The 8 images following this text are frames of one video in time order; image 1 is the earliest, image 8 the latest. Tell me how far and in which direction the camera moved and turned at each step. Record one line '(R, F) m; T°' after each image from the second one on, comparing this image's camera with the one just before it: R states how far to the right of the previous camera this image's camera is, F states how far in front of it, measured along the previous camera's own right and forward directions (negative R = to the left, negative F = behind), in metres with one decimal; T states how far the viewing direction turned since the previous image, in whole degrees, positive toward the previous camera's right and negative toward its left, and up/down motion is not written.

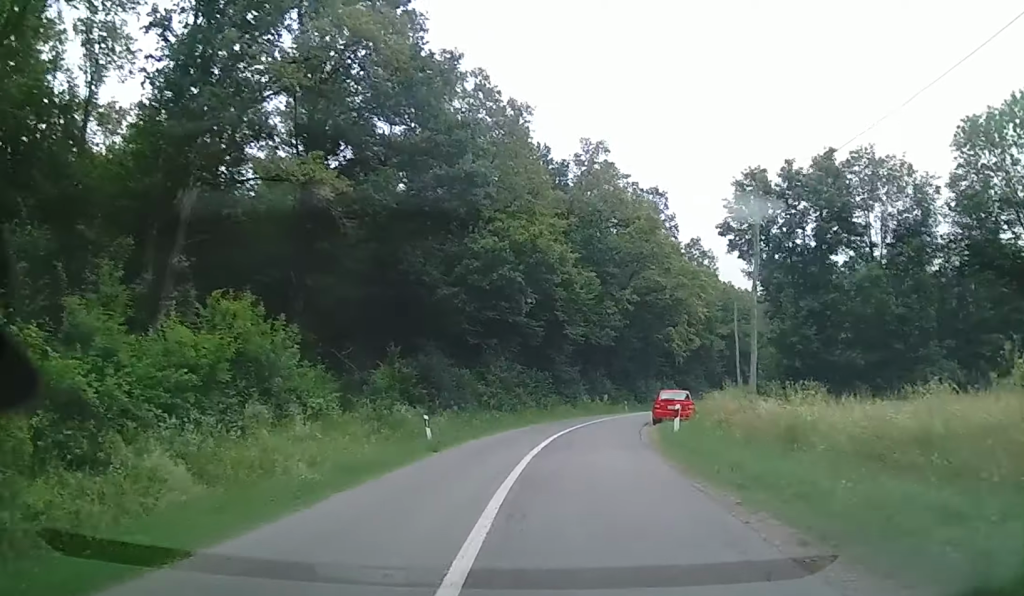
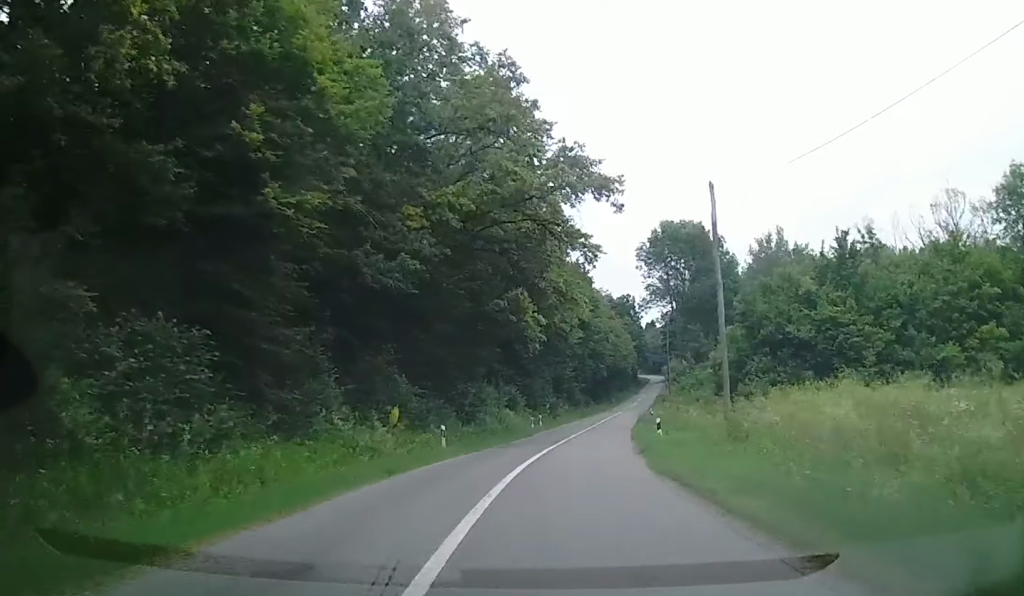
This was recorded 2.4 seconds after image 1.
(+3.4, +33.8) m; +13°
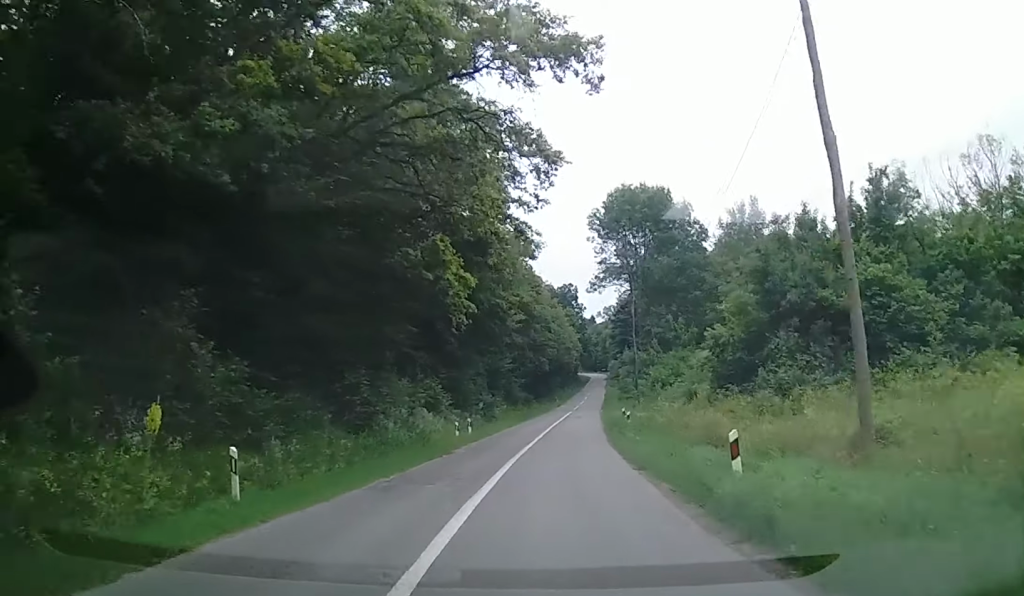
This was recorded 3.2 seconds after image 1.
(+0.7, +13.0) m; +5°
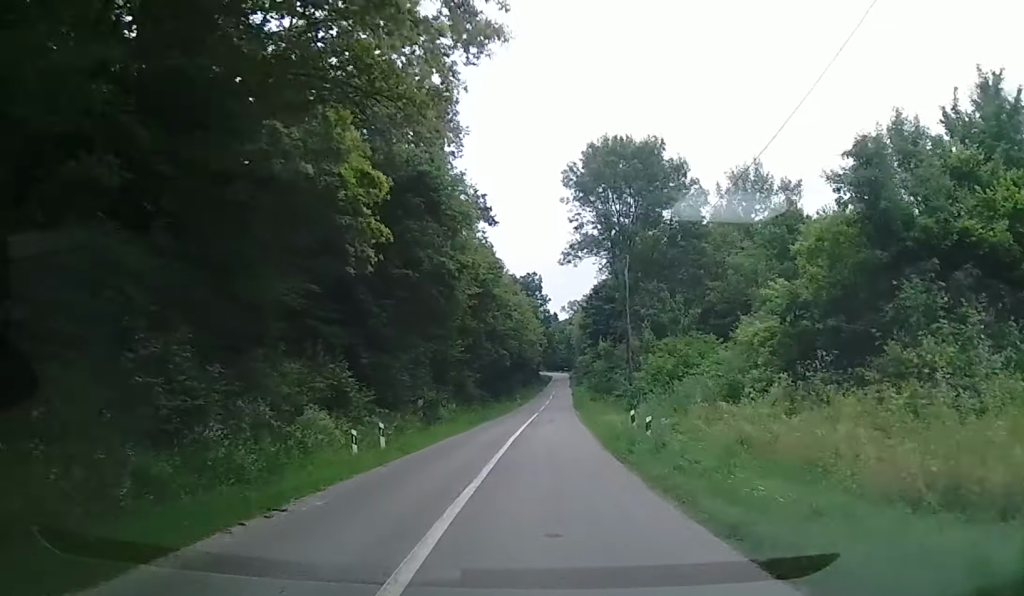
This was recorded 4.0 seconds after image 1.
(+0.4, +12.6) m; +3°
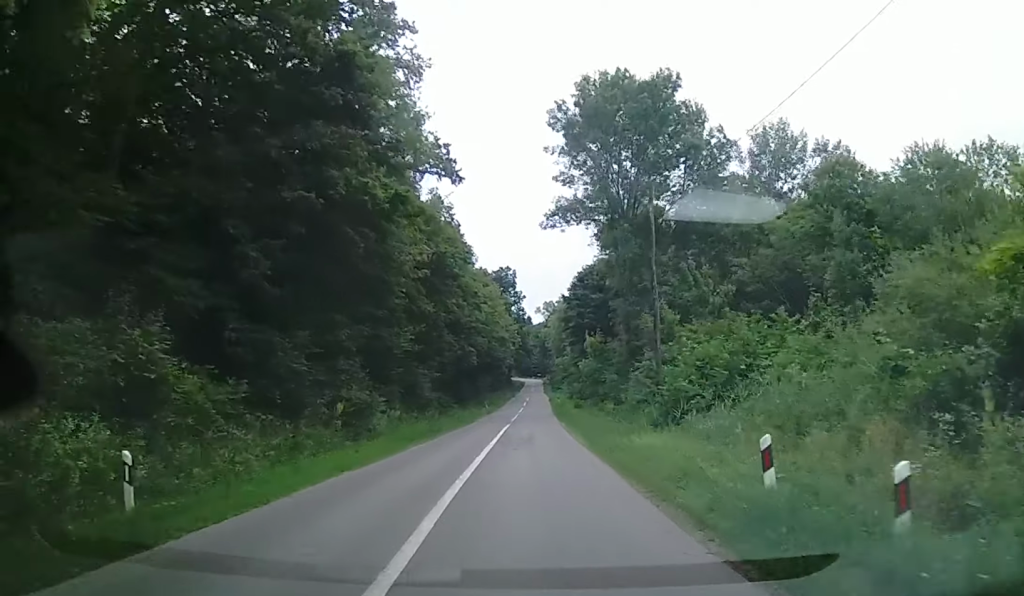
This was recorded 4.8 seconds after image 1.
(+0.3, +12.5) m; +1°
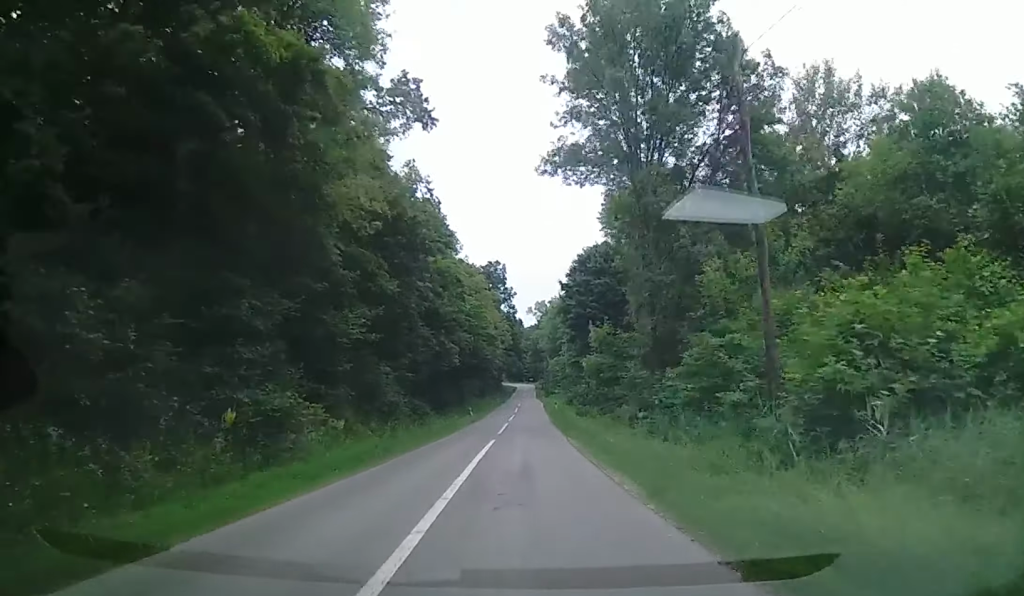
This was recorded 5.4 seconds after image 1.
(+0.1, +10.1) m; 0°
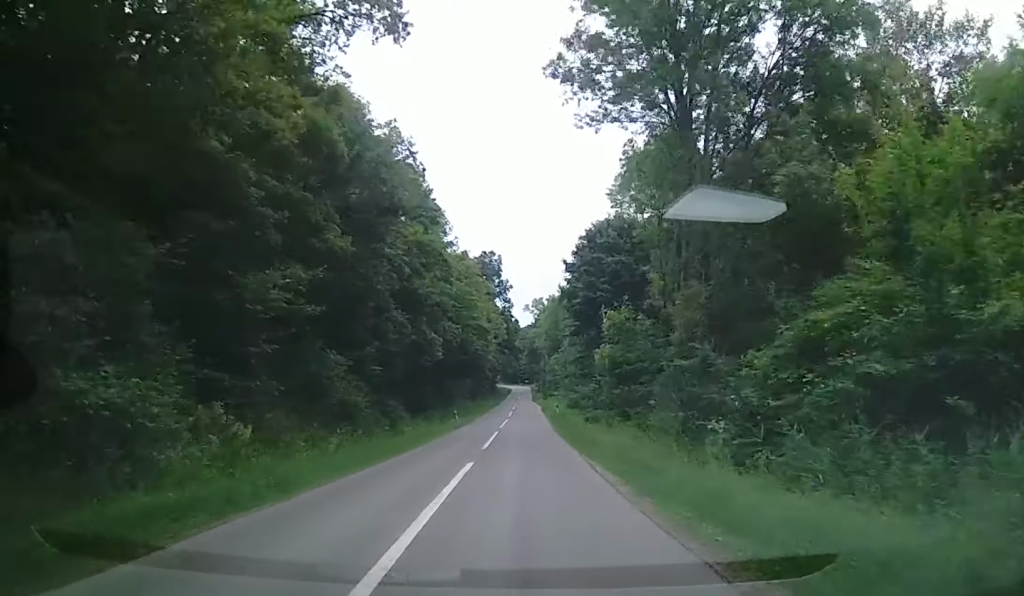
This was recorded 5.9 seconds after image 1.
(-0.2, +9.5) m; +1°
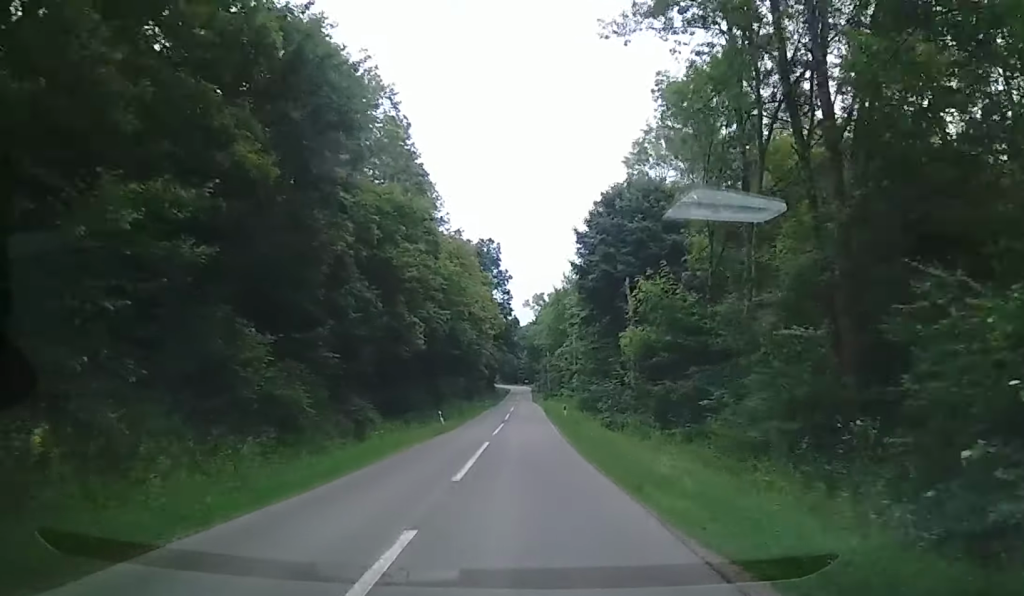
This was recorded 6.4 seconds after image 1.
(-0.1, +8.9) m; +1°
